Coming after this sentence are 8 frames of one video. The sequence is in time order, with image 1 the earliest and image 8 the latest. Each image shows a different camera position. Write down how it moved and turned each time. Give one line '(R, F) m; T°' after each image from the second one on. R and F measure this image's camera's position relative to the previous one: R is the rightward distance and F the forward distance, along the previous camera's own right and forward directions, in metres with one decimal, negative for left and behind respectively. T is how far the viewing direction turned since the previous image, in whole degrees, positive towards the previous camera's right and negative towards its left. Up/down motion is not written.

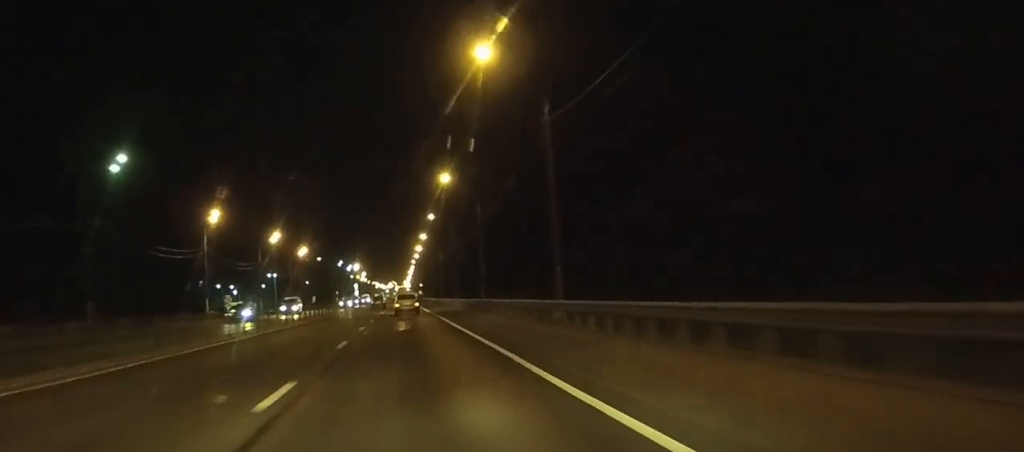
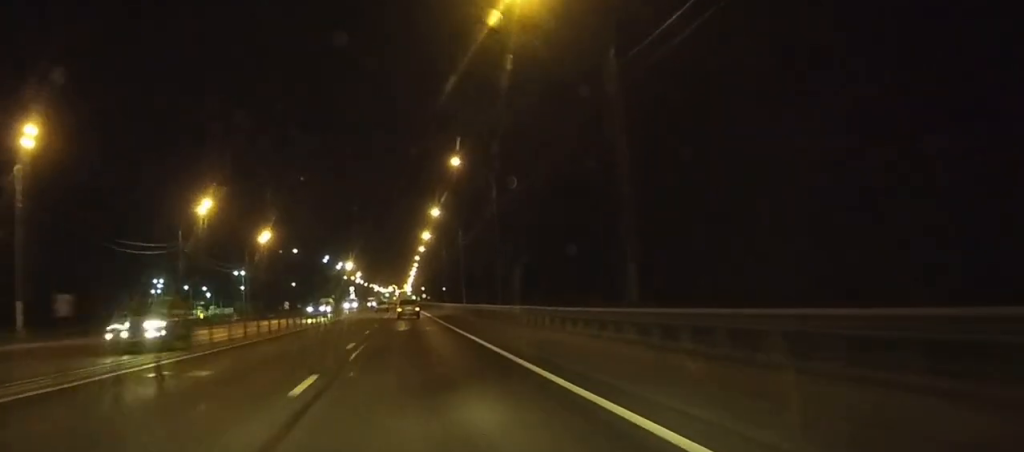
(0.0, +50.4) m; 0°
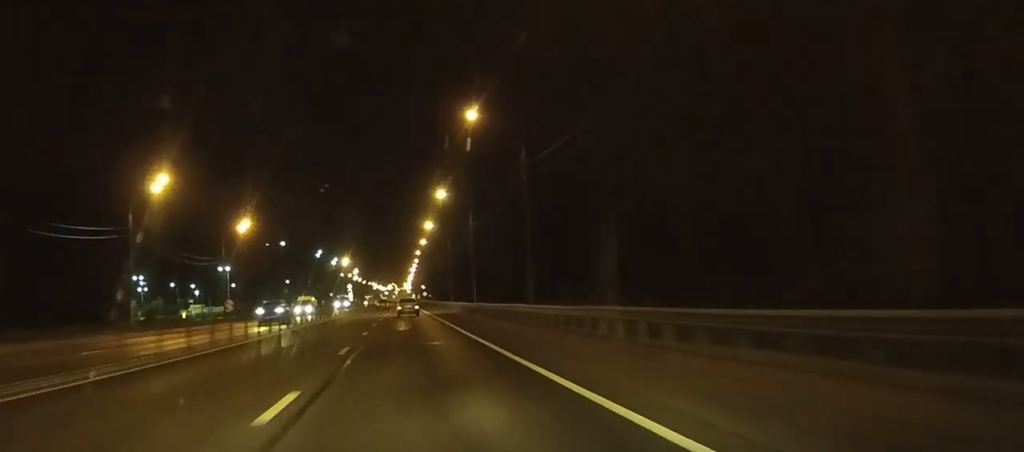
(0.0, +17.4) m; 0°
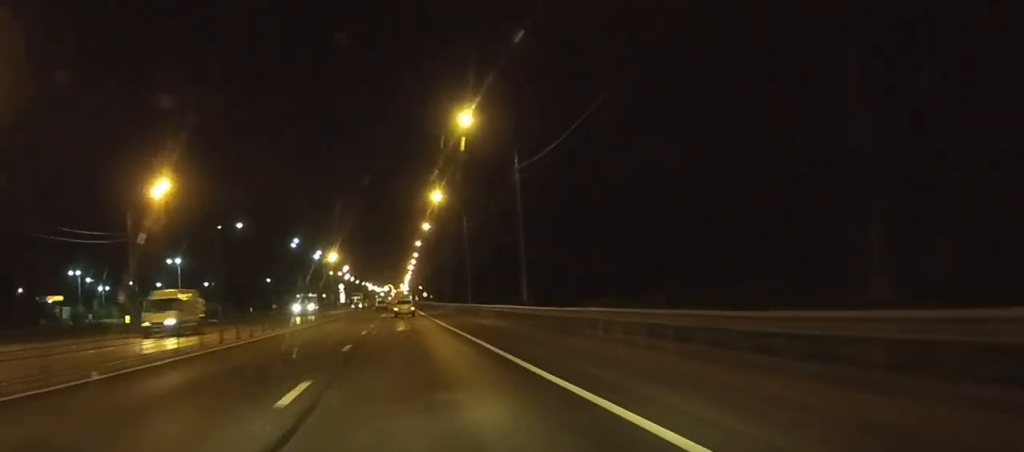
(+0.1, +37.1) m; 0°
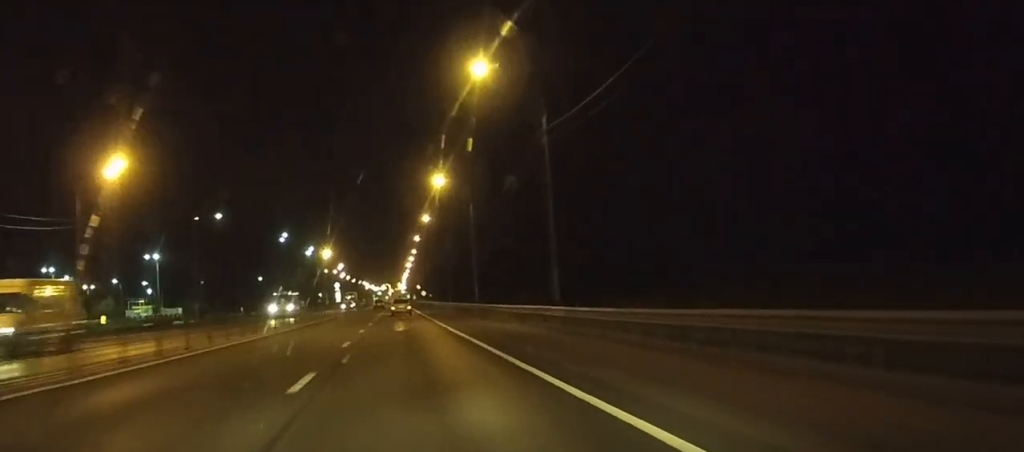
(0.0, +10.4) m; 0°
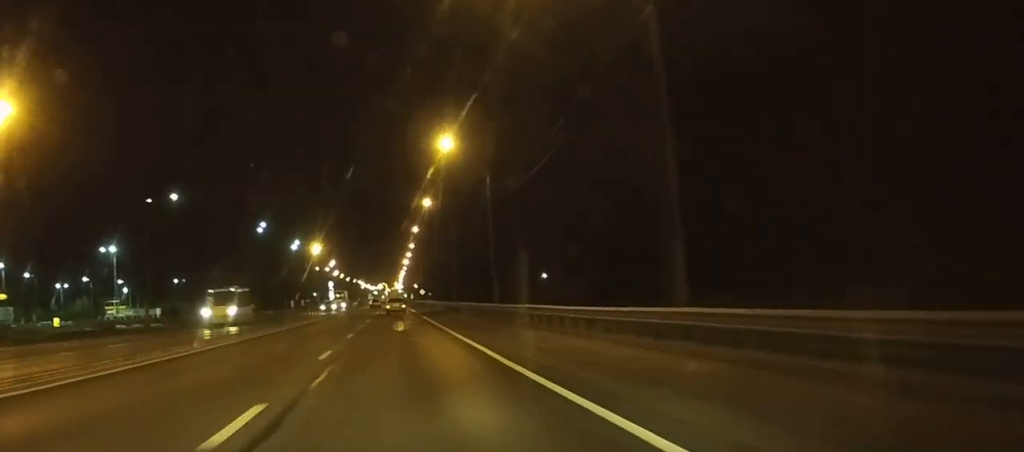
(0.0, +15.2) m; 0°
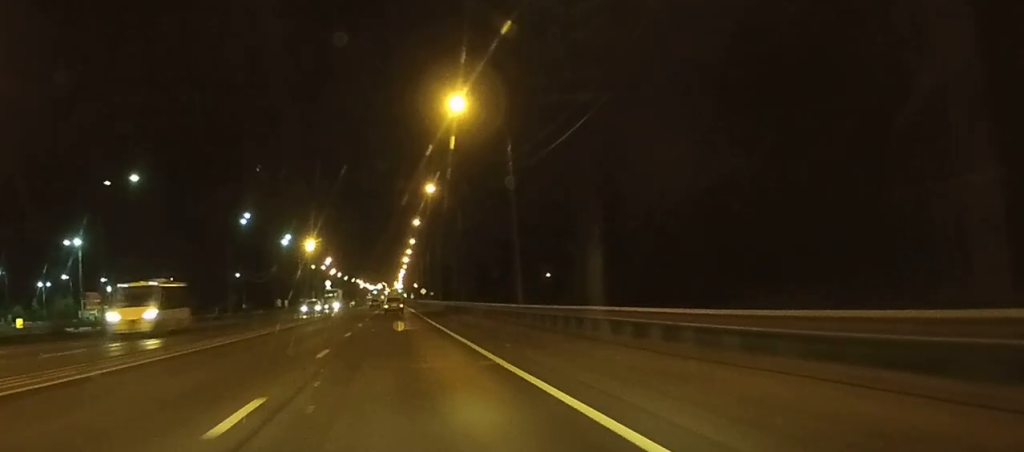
(0.0, +9.4) m; 0°
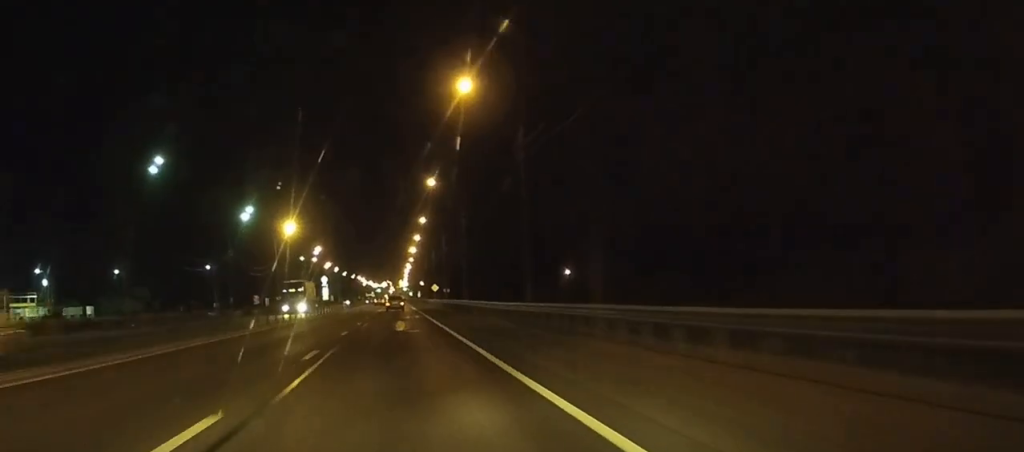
(0.0, +28.6) m; 0°
